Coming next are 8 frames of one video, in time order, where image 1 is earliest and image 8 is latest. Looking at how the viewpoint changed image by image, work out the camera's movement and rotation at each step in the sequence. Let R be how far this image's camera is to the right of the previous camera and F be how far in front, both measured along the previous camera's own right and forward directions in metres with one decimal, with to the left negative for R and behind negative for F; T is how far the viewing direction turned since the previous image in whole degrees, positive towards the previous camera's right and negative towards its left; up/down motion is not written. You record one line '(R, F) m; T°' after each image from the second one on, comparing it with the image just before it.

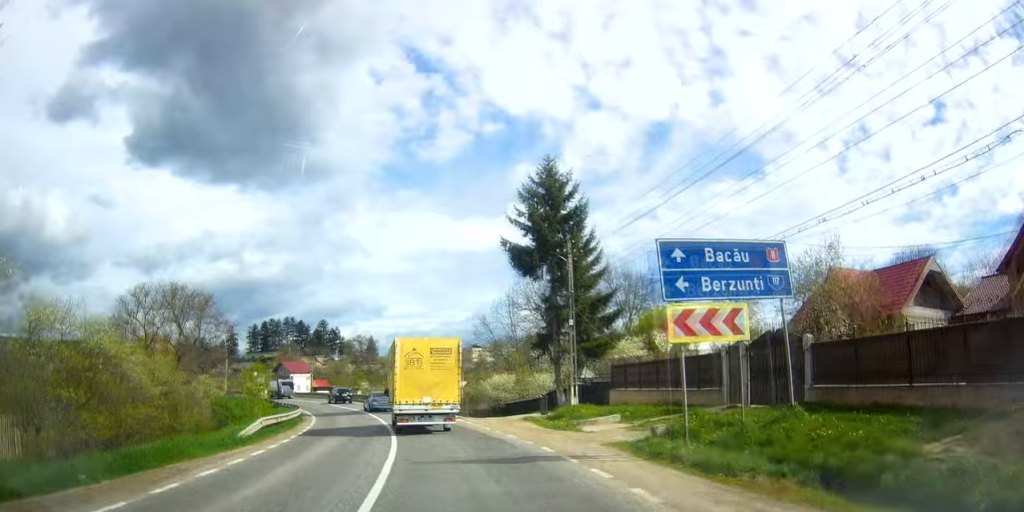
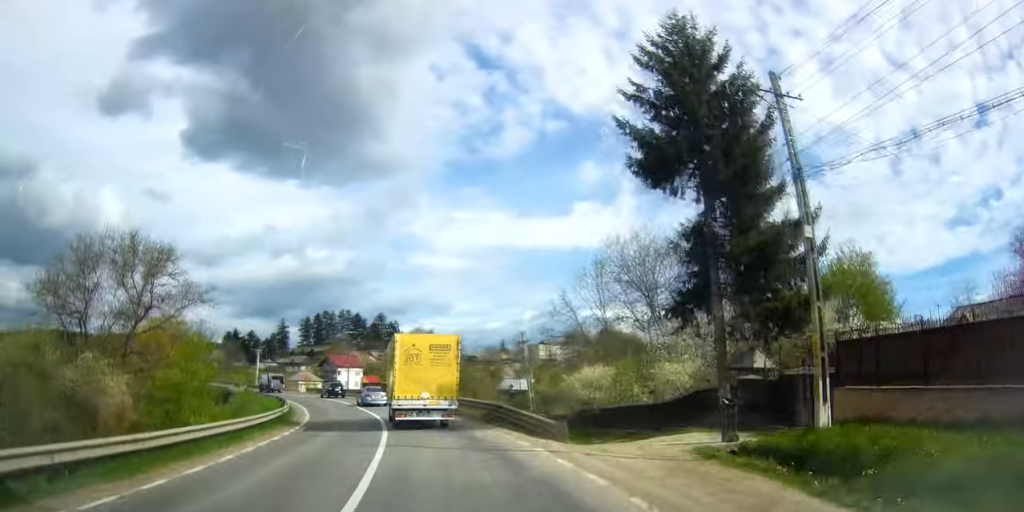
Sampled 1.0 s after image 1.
(-0.4, +16.8) m; -4°
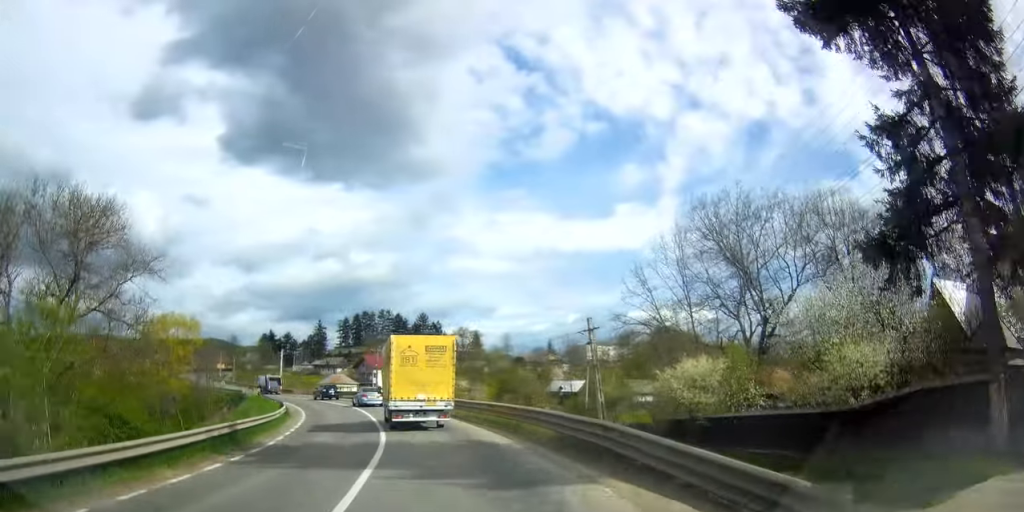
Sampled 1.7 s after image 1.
(-0.2, +11.4) m; -3°
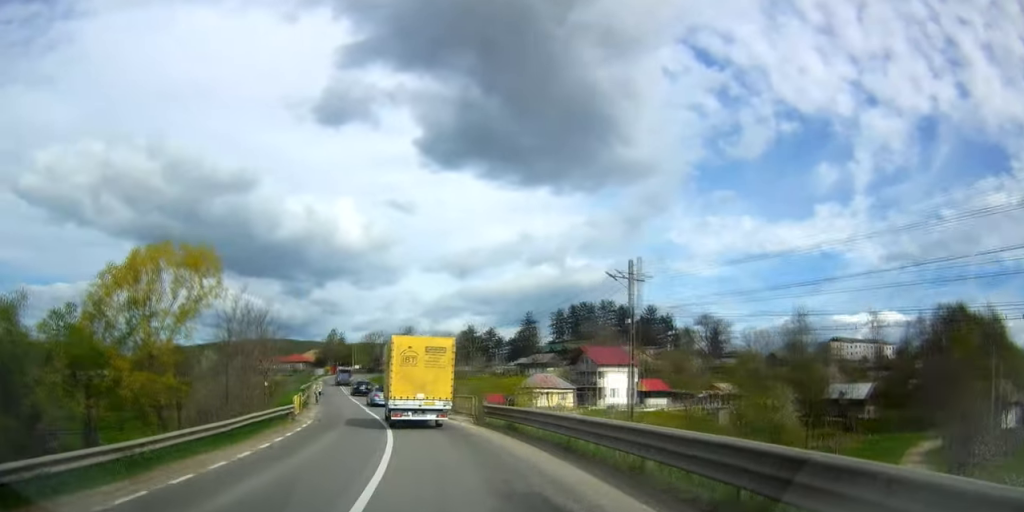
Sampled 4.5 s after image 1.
(-6.8, +46.0) m; -19°
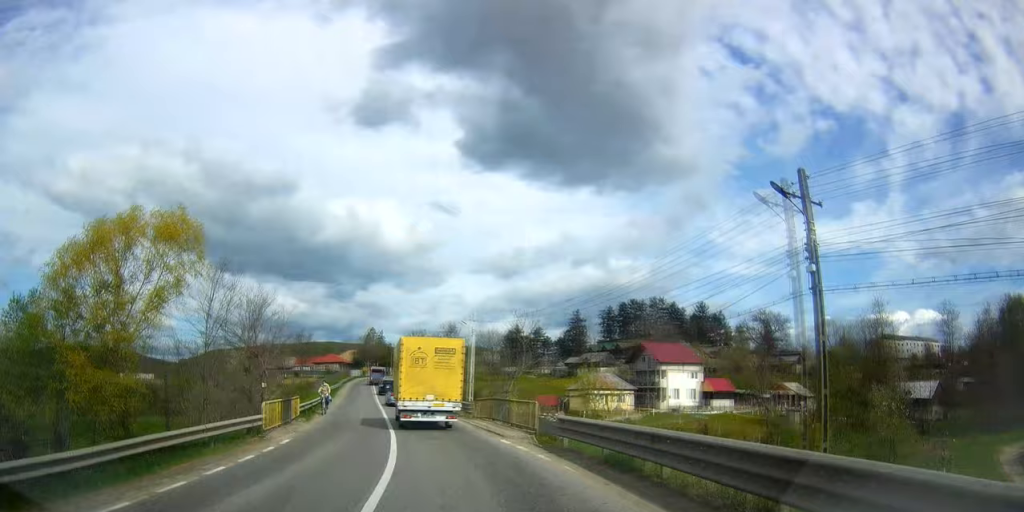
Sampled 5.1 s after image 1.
(-0.6, +9.2) m; -4°
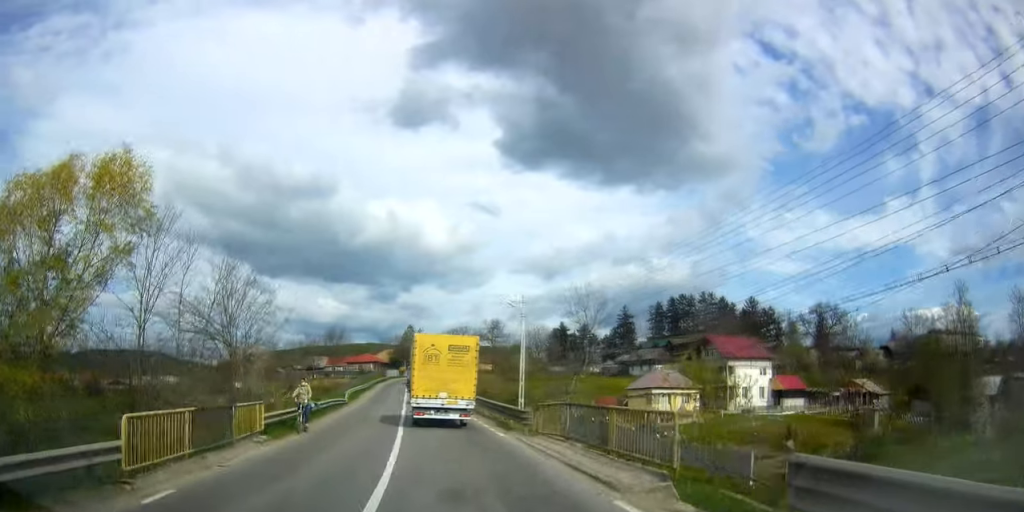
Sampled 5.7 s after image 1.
(-0.3, +9.9) m; -4°
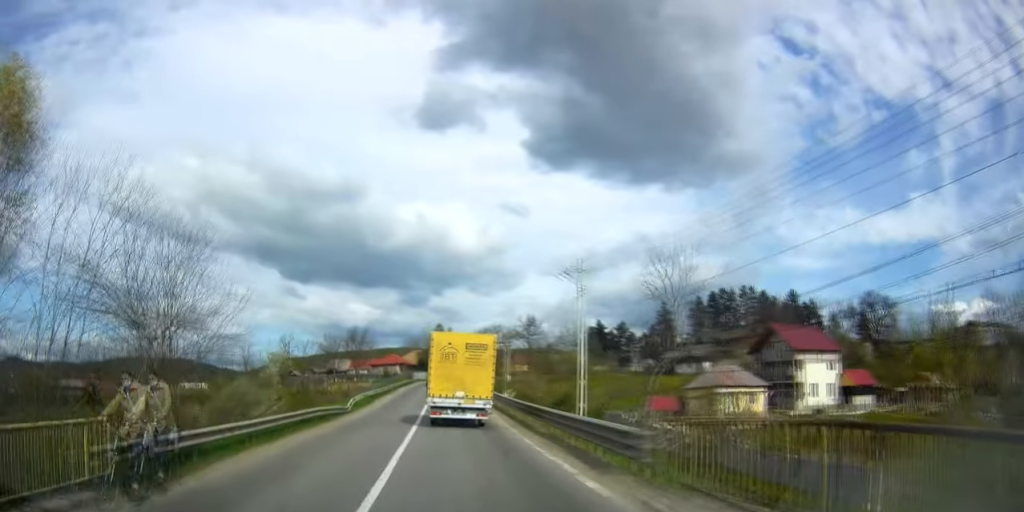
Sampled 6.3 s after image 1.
(0.0, +9.9) m; -4°
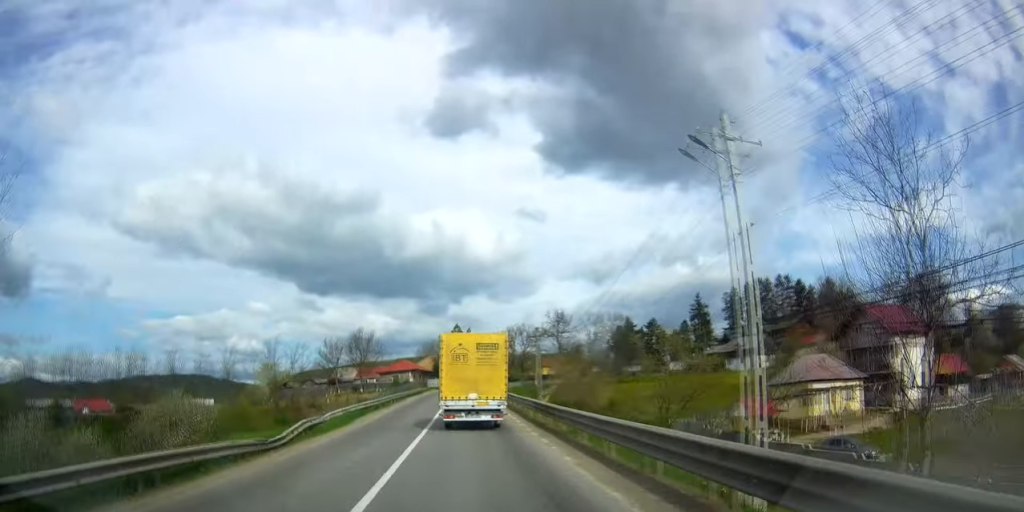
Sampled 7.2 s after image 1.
(-1.1, +15.2) m; -6°
